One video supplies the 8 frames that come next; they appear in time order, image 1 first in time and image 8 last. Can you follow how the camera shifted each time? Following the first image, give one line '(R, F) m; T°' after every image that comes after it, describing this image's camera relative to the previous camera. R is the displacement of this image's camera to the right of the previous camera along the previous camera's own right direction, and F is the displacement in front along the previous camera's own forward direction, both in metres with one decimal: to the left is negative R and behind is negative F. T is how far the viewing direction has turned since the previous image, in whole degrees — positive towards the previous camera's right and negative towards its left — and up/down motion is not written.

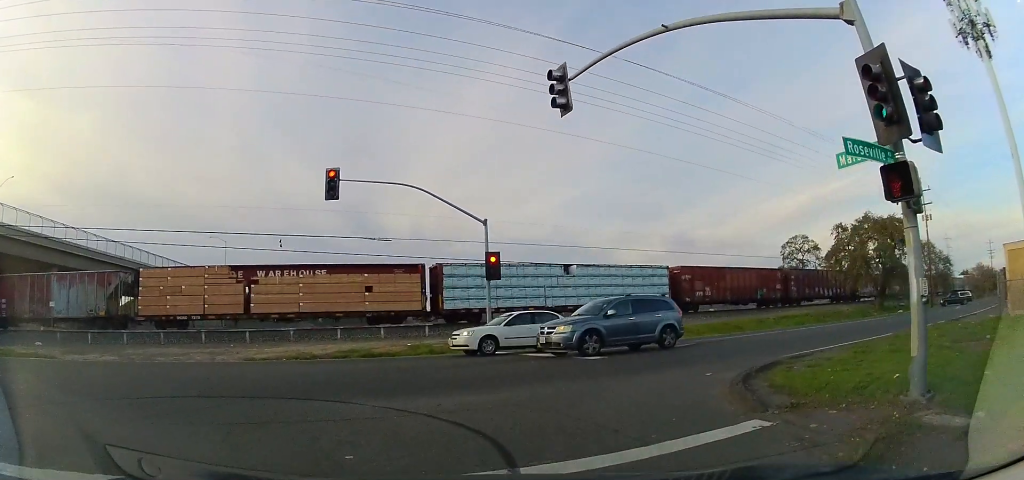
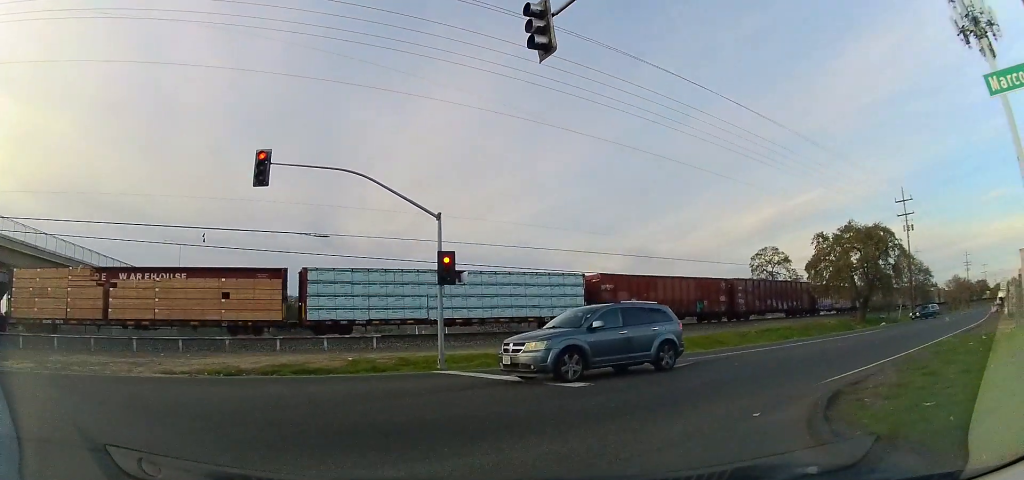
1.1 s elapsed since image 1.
(+0.3, +3.7) m; +8°
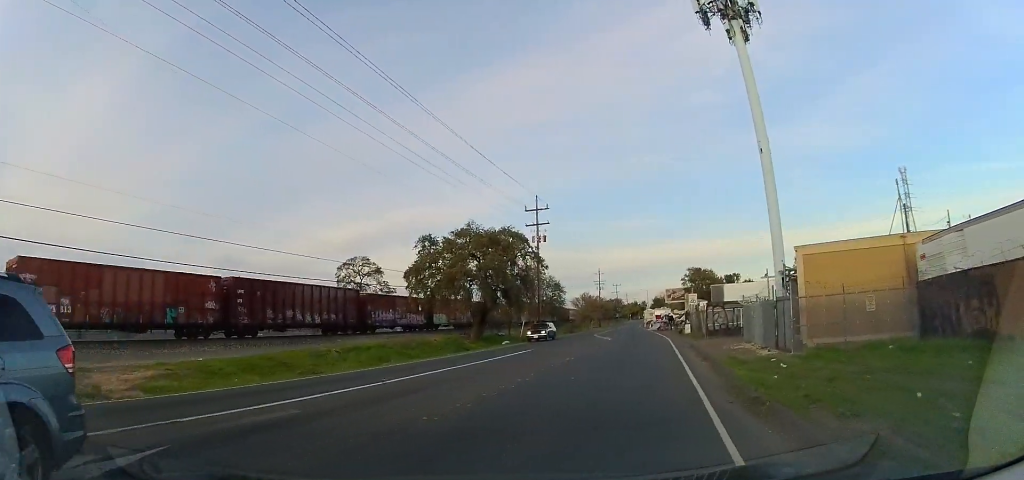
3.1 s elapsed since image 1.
(+1.4, +7.1) m; +32°
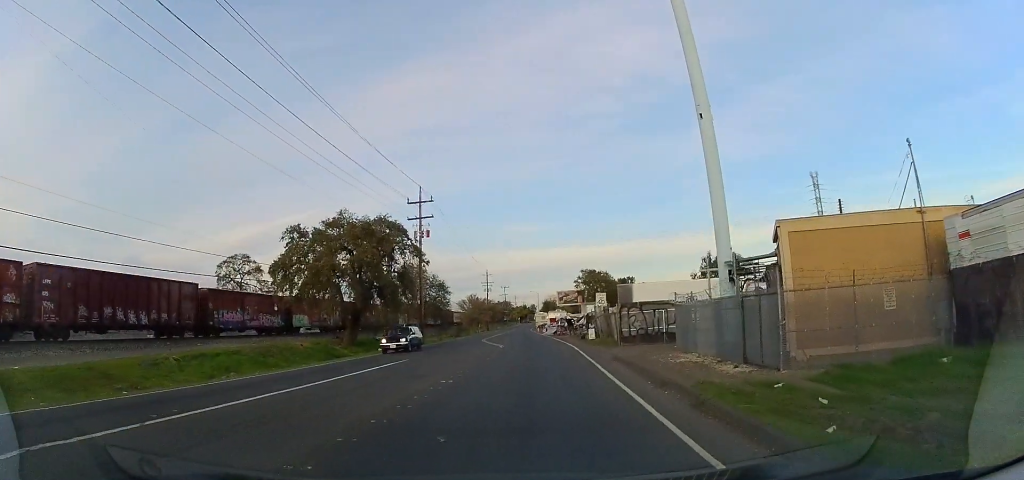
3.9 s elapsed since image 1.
(+0.7, +4.2) m; +18°
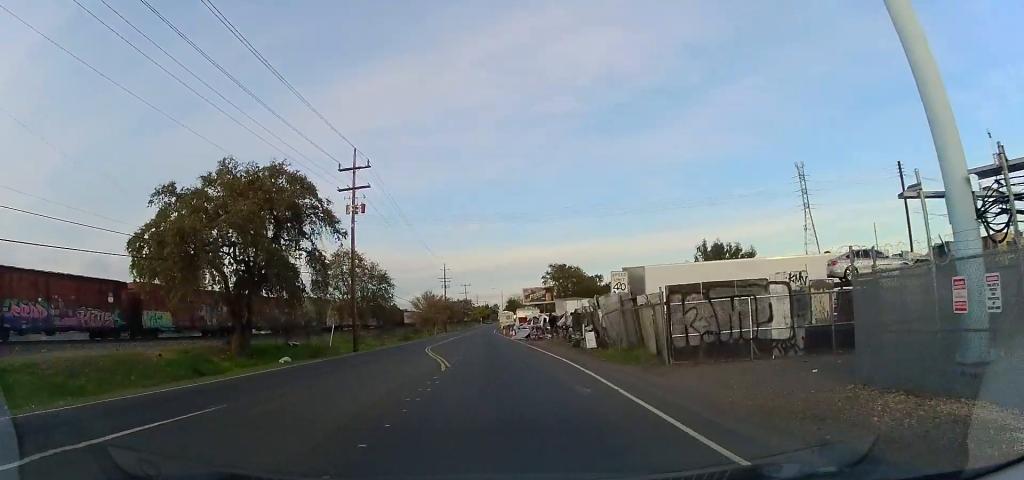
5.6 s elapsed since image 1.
(+0.9, +12.6) m; +2°
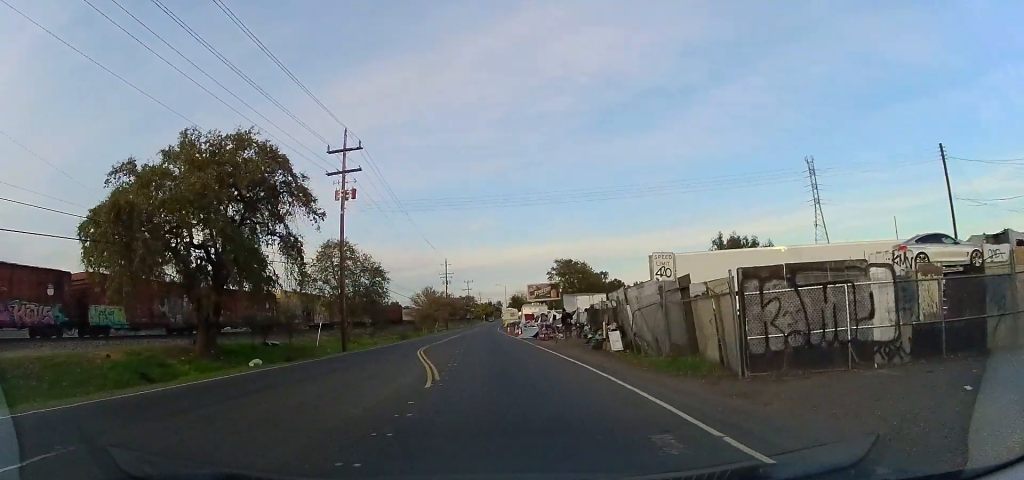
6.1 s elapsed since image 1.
(0.0, +4.5) m; -1°
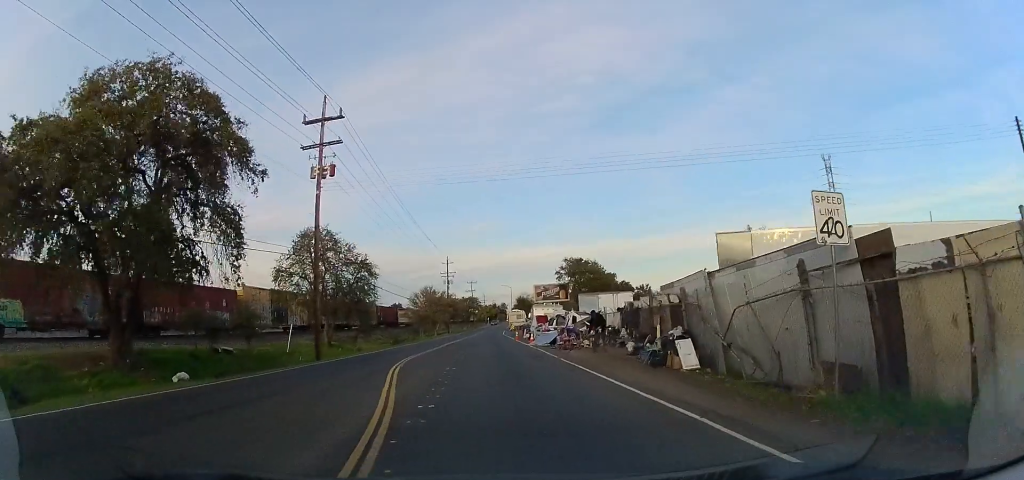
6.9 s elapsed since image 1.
(0.0, +7.6) m; 0°
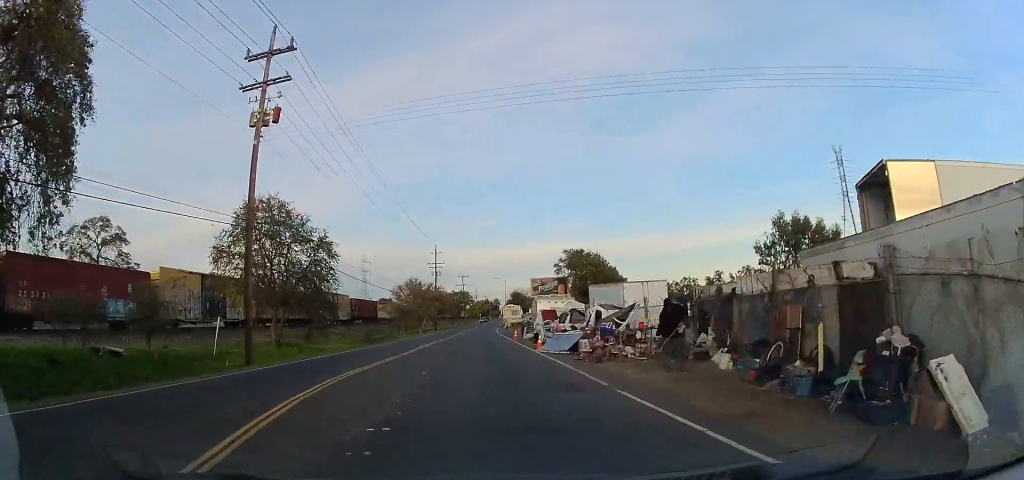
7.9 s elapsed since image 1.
(0.0, +9.6) m; +2°
